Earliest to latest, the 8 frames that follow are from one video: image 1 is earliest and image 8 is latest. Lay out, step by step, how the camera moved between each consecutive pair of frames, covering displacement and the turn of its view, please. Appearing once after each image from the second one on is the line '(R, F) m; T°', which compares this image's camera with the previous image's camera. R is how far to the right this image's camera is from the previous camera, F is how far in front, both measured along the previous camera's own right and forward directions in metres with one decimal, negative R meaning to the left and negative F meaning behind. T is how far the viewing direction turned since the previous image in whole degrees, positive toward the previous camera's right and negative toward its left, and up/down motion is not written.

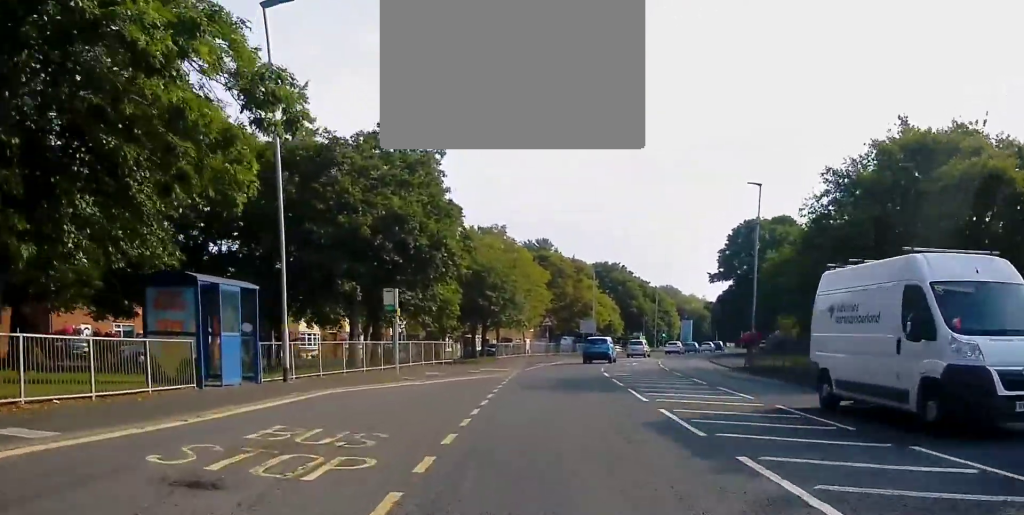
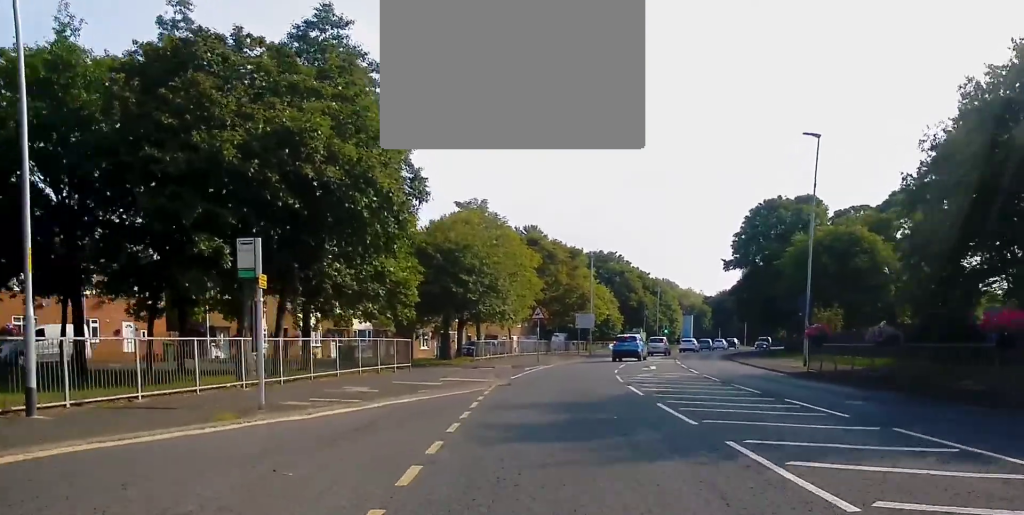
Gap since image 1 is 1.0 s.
(+0.2, +10.9) m; +2°
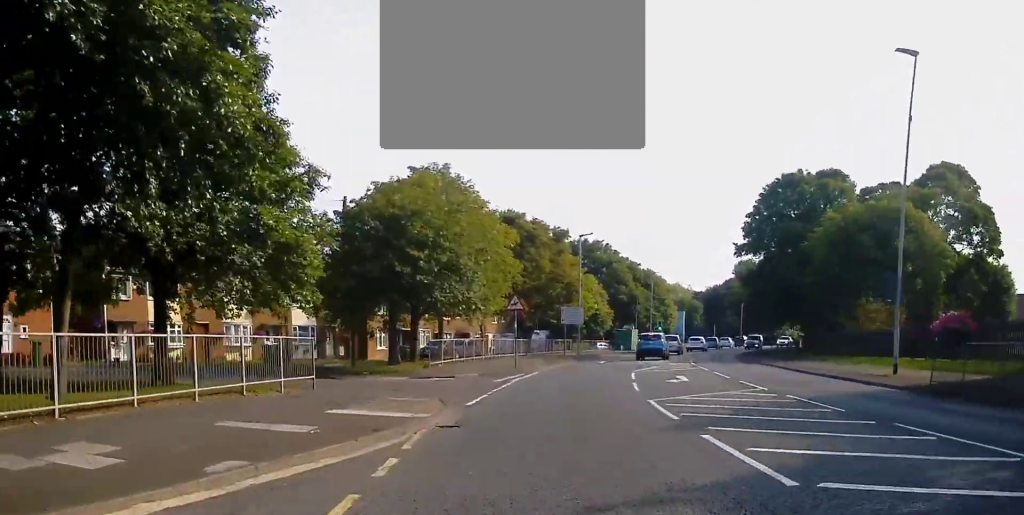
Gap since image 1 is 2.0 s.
(+0.1, +10.9) m; +1°
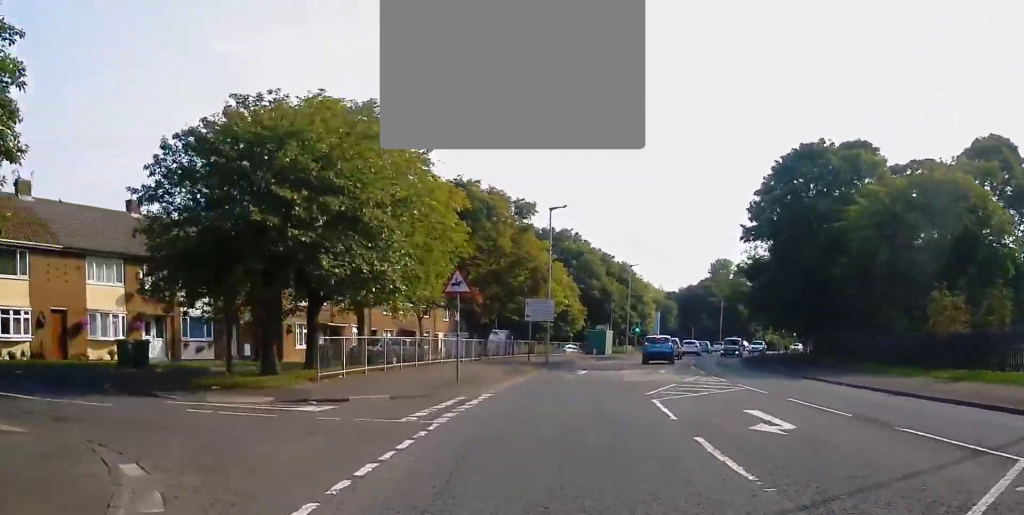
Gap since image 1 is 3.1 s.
(+0.1, +11.8) m; +3°
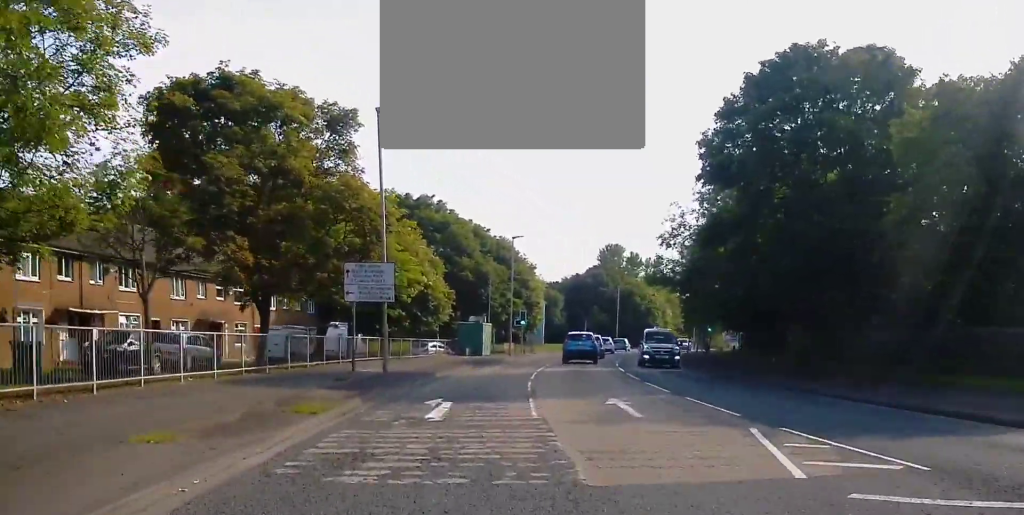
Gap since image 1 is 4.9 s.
(+1.3, +18.2) m; +9°
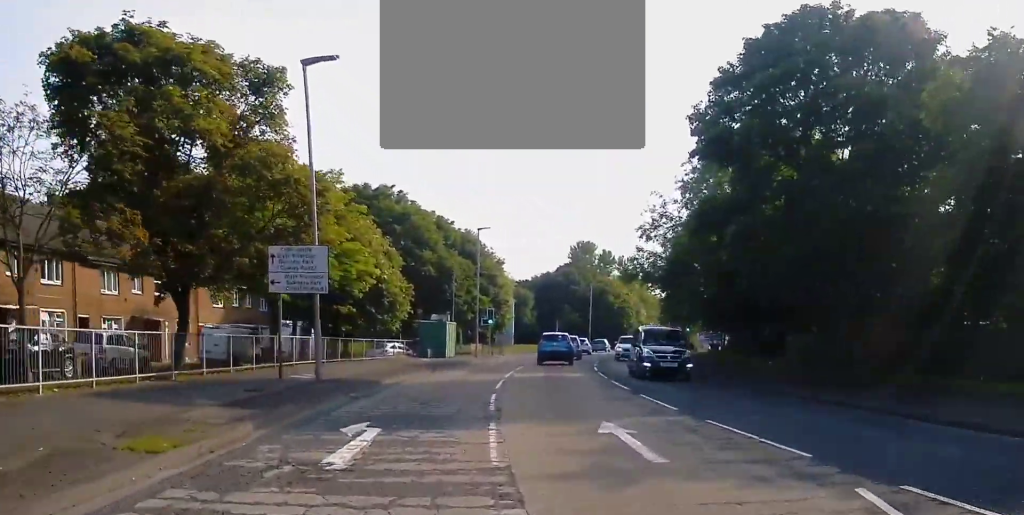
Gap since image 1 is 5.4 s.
(+0.2, +4.6) m; +2°
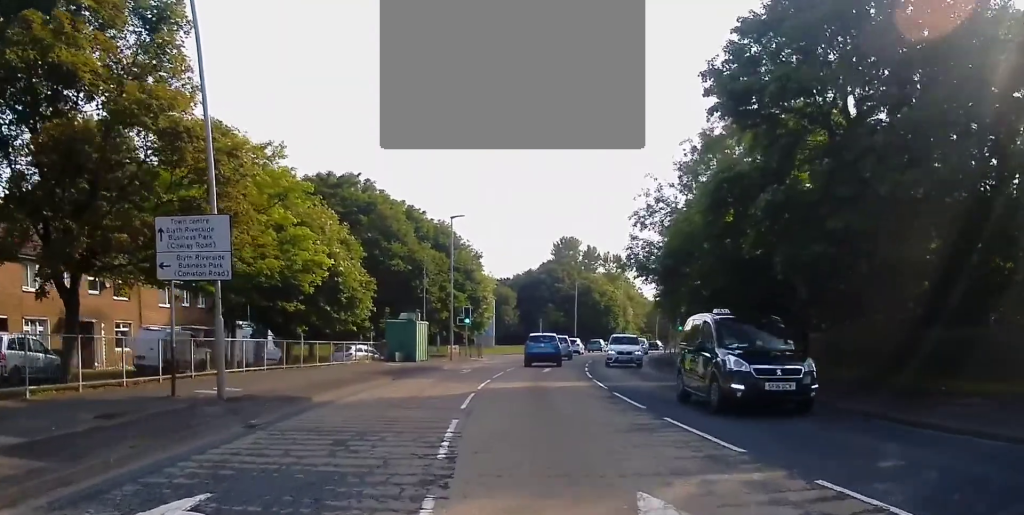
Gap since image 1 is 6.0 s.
(+0.1, +5.5) m; 0°
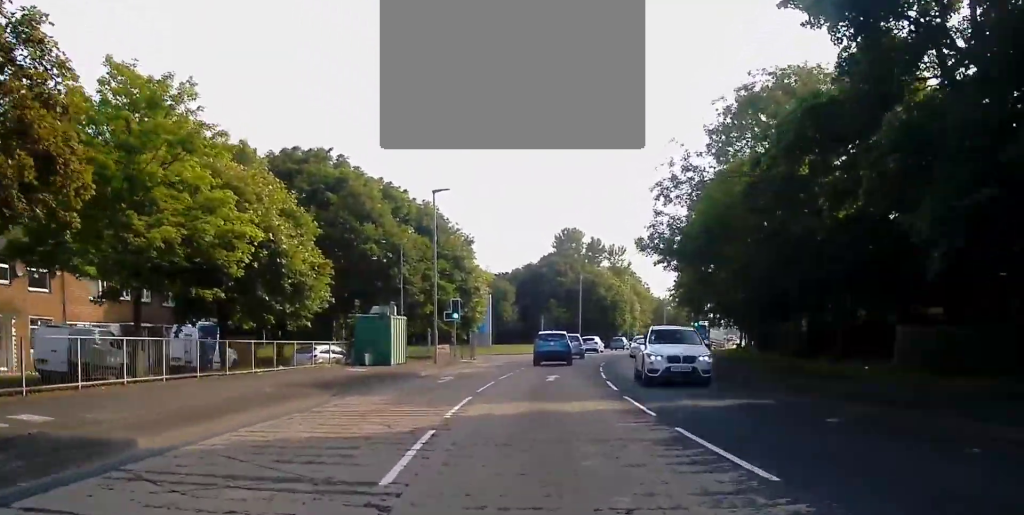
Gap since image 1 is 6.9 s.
(-0.1, +8.0) m; -1°
